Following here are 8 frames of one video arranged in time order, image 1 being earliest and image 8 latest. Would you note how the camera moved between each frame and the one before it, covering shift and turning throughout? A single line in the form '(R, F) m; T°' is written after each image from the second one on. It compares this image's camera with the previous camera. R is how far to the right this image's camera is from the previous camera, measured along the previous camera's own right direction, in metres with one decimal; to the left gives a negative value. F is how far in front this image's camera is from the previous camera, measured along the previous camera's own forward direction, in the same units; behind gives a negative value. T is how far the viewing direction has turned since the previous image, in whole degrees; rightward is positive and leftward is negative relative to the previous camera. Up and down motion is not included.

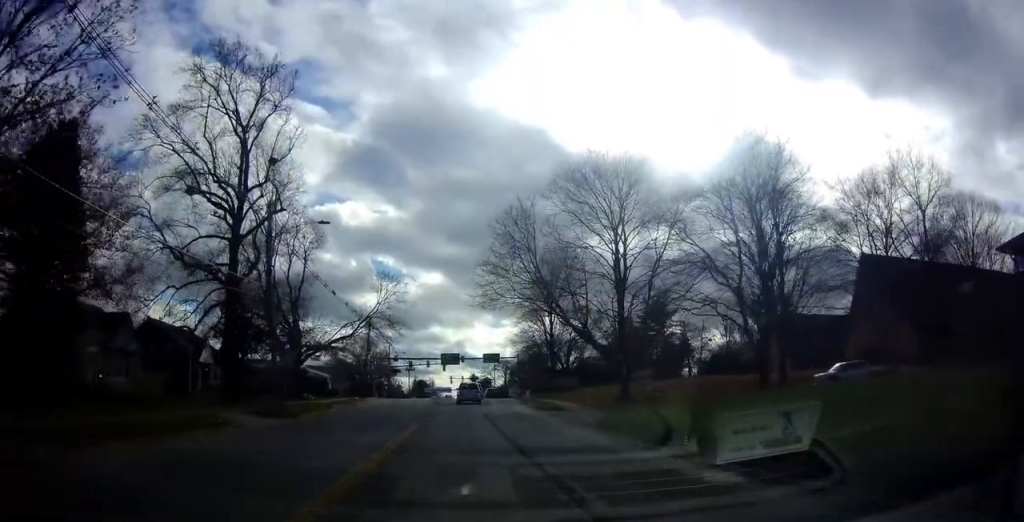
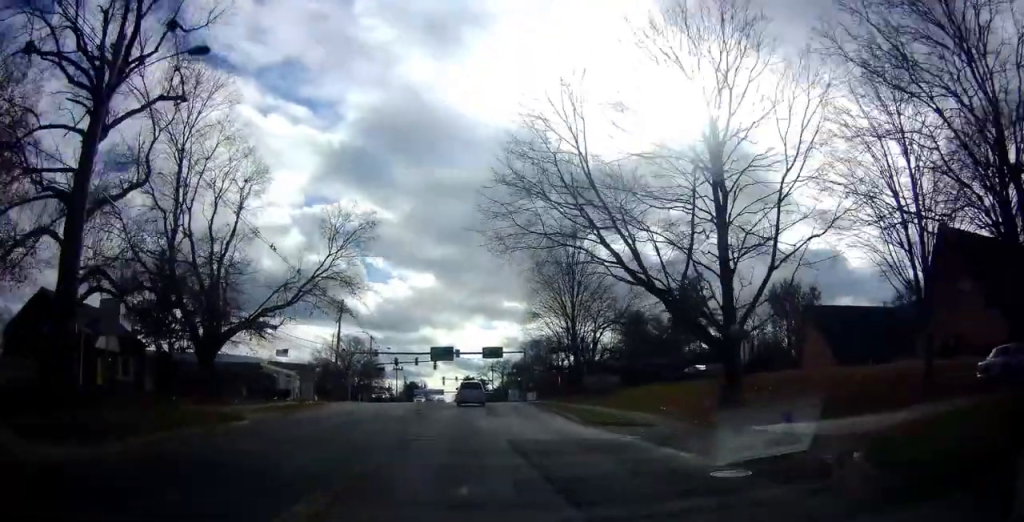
(0.0, +18.0) m; 0°
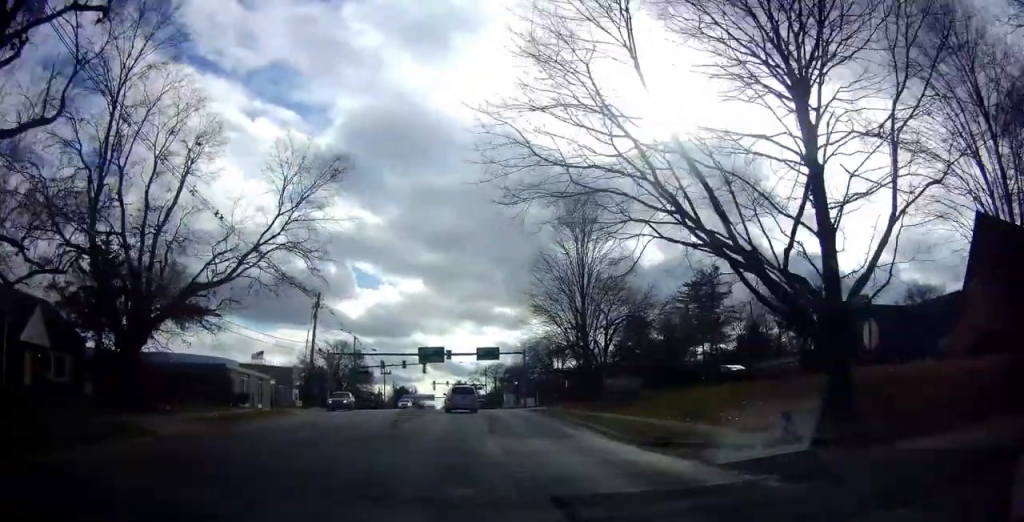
(0.0, +8.7) m; 0°
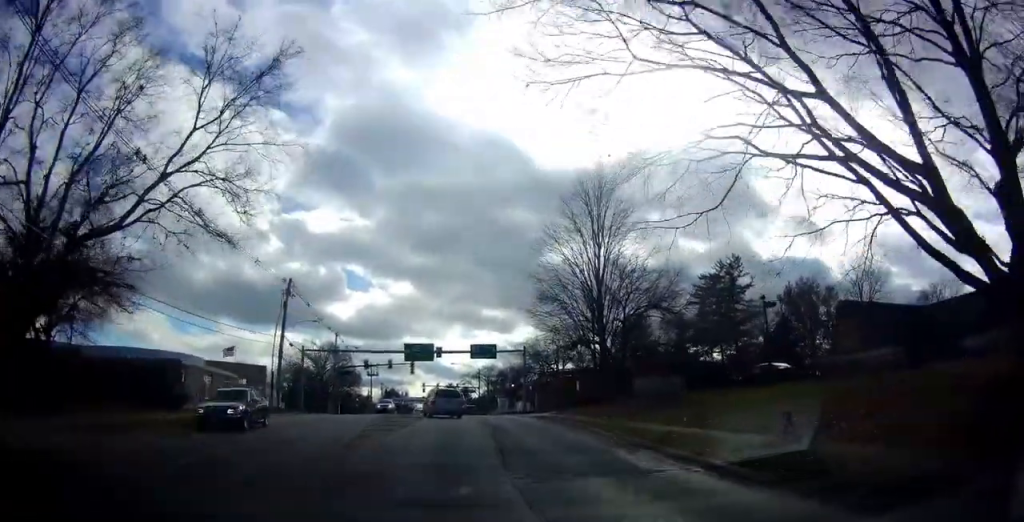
(0.0, +9.3) m; 0°
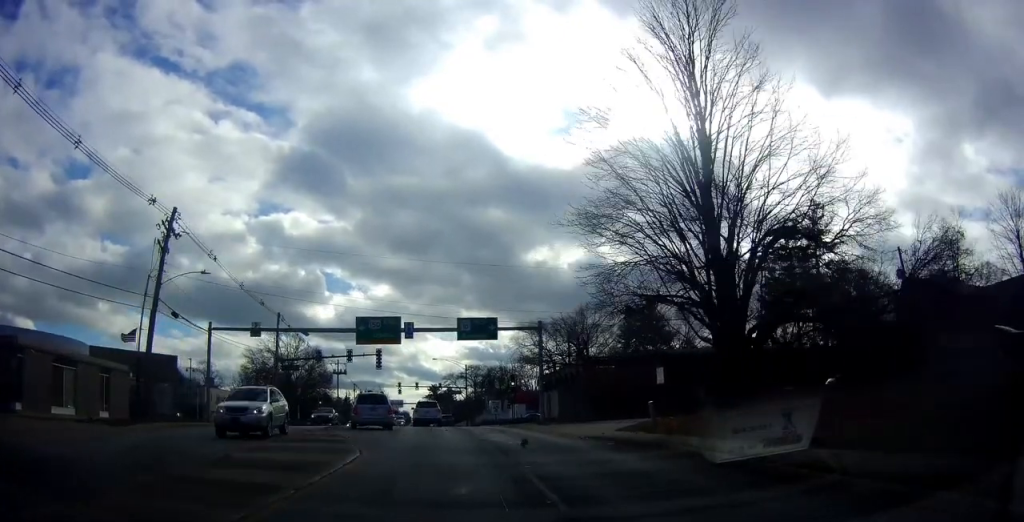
(0.0, +21.8) m; 0°
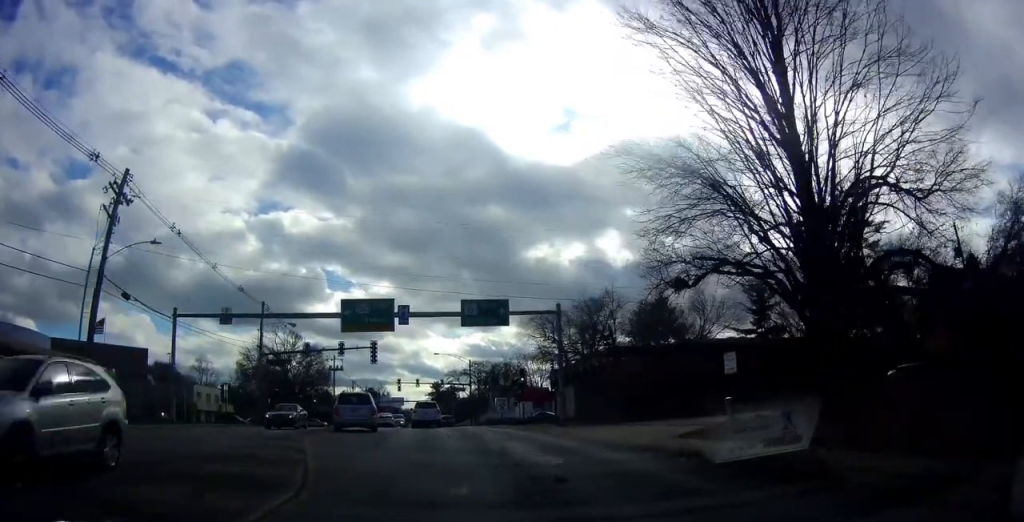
(0.0, +6.1) m; 0°
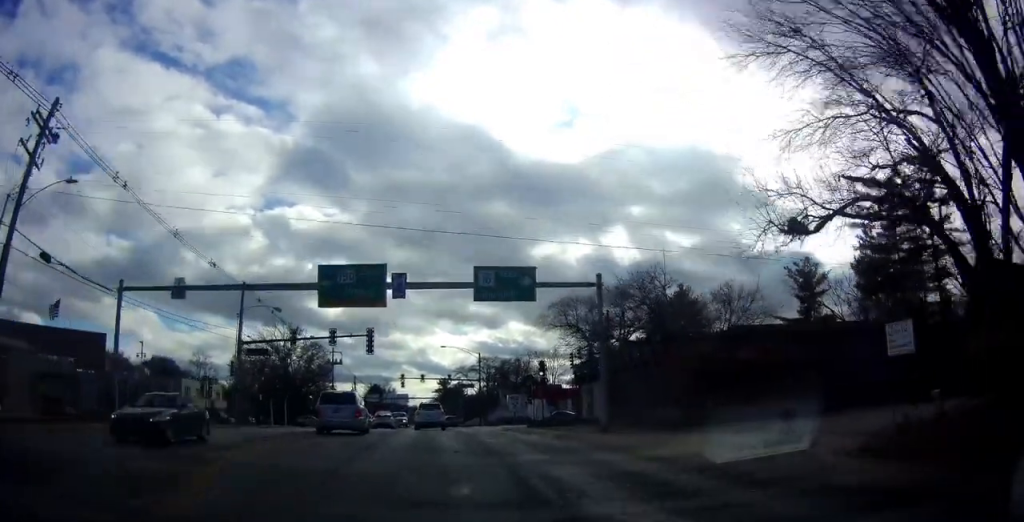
(0.0, +7.5) m; 0°
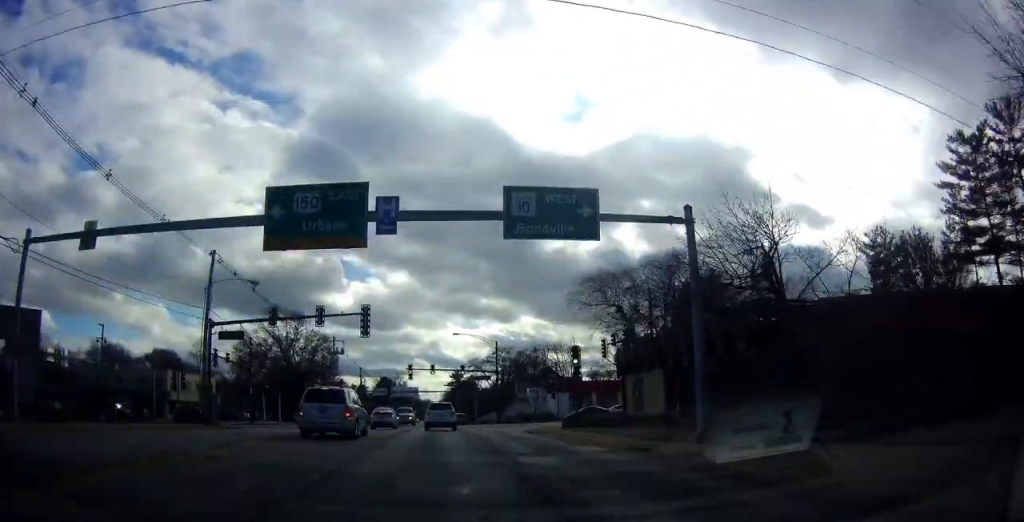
(0.0, +8.6) m; 0°
